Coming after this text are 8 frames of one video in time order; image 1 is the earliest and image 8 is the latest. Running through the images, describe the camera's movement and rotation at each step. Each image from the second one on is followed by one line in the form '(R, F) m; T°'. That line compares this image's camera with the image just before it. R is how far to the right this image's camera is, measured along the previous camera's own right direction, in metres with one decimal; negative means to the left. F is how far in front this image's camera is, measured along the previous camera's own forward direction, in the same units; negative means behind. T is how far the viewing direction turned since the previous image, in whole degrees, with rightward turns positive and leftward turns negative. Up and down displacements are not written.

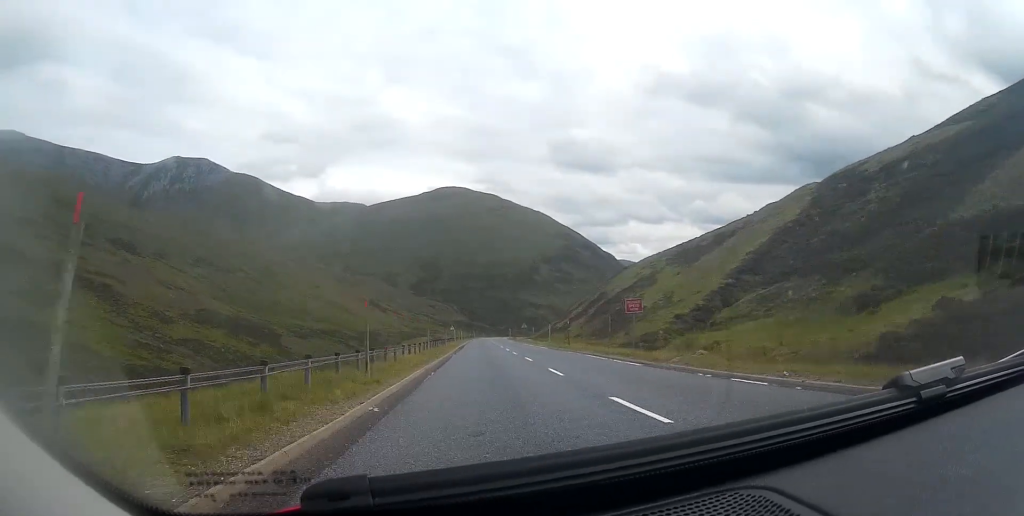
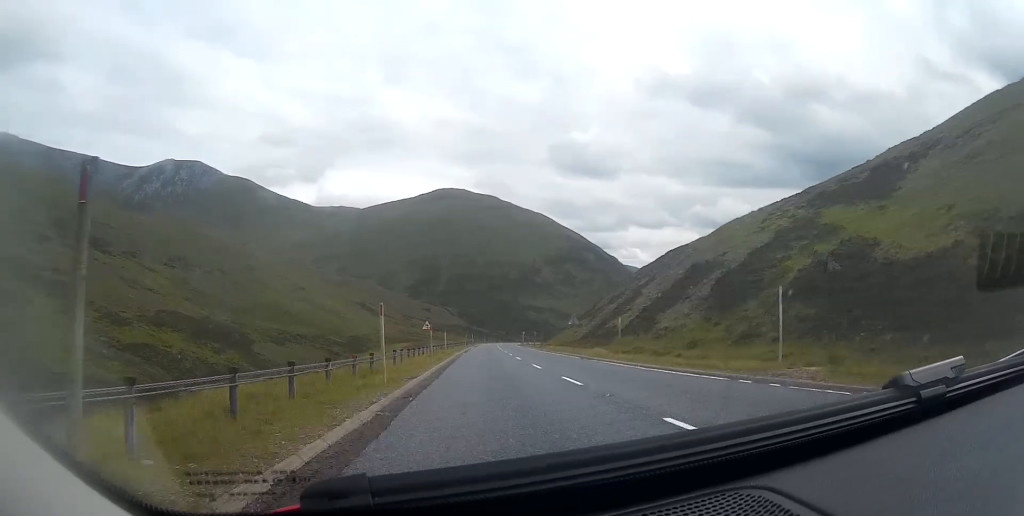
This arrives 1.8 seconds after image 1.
(+0.3, +46.7) m; +1°
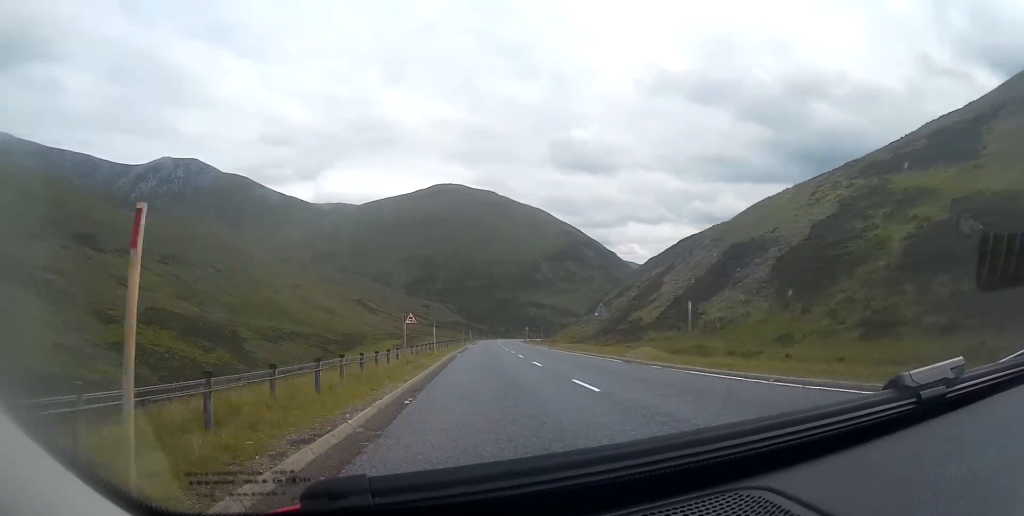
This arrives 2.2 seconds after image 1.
(0.0, +10.6) m; 0°
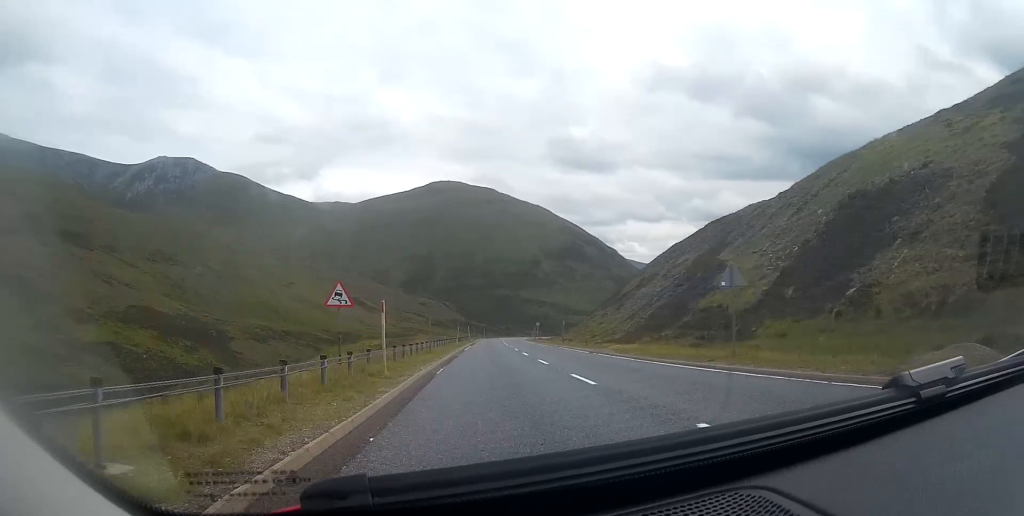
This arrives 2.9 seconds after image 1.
(0.0, +18.5) m; 0°
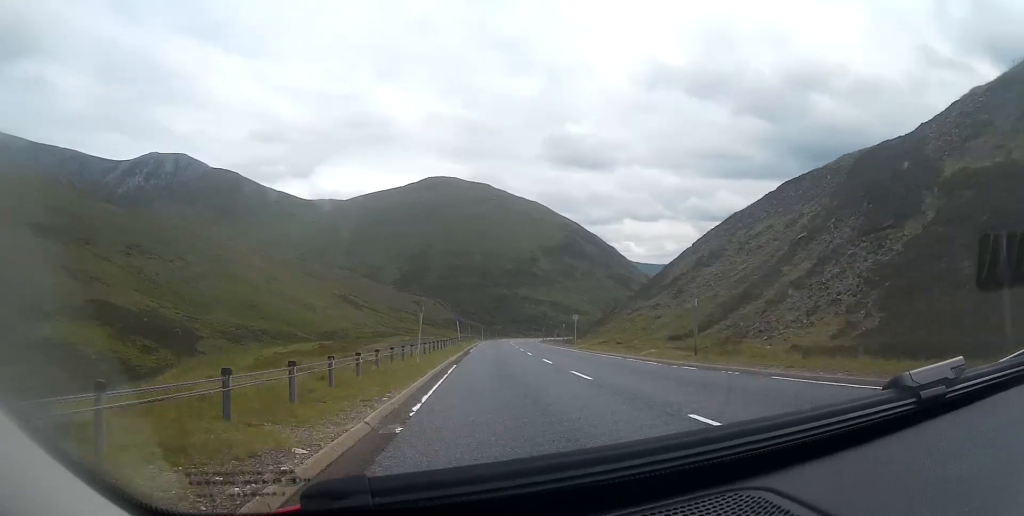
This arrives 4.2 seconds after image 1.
(+0.1, +33.6) m; 0°
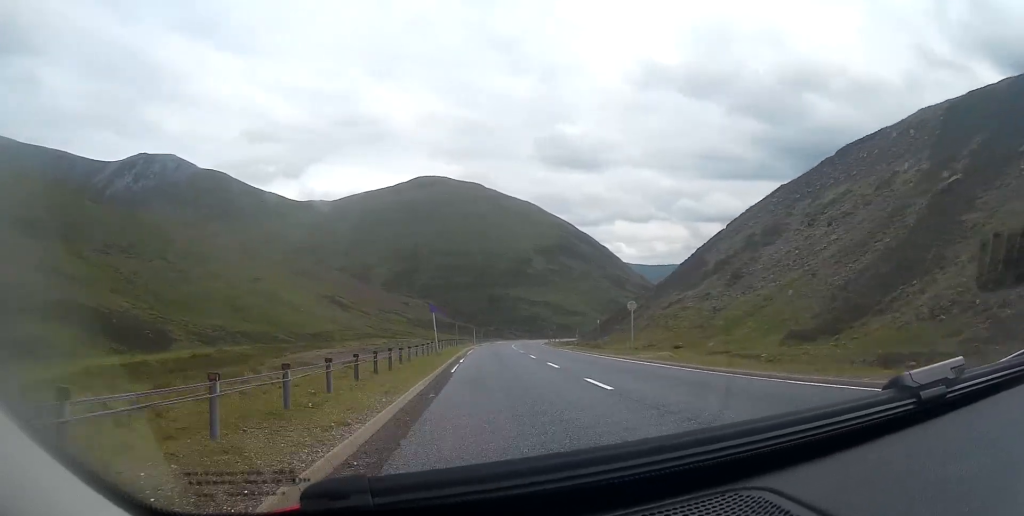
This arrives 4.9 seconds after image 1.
(+0.1, +19.6) m; +1°
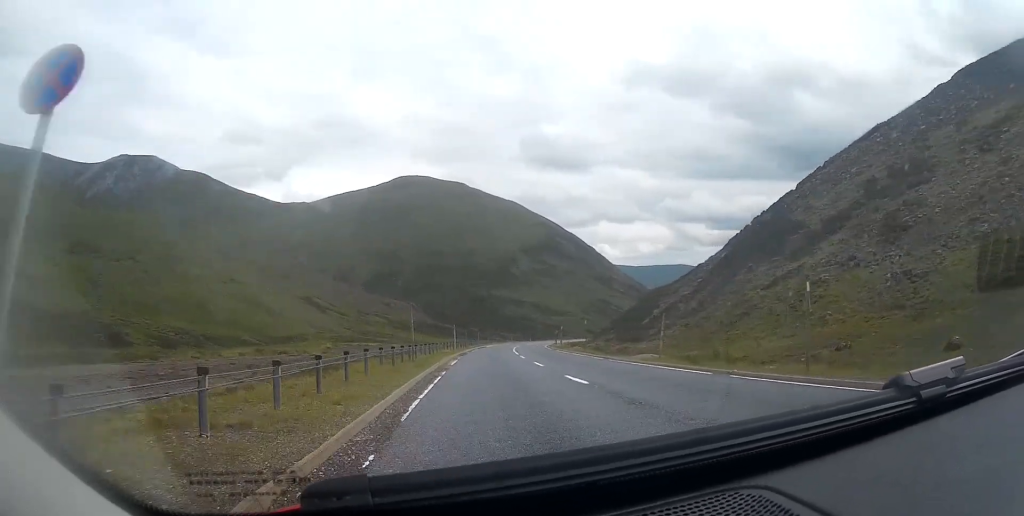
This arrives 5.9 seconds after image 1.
(+0.2, +26.0) m; +1°
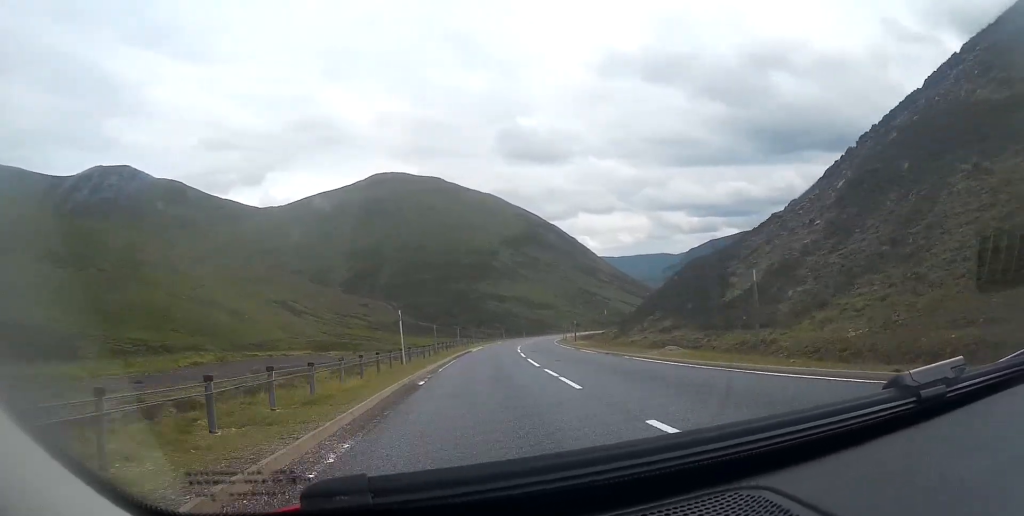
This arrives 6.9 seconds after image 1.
(+0.4, +27.1) m; +2°
